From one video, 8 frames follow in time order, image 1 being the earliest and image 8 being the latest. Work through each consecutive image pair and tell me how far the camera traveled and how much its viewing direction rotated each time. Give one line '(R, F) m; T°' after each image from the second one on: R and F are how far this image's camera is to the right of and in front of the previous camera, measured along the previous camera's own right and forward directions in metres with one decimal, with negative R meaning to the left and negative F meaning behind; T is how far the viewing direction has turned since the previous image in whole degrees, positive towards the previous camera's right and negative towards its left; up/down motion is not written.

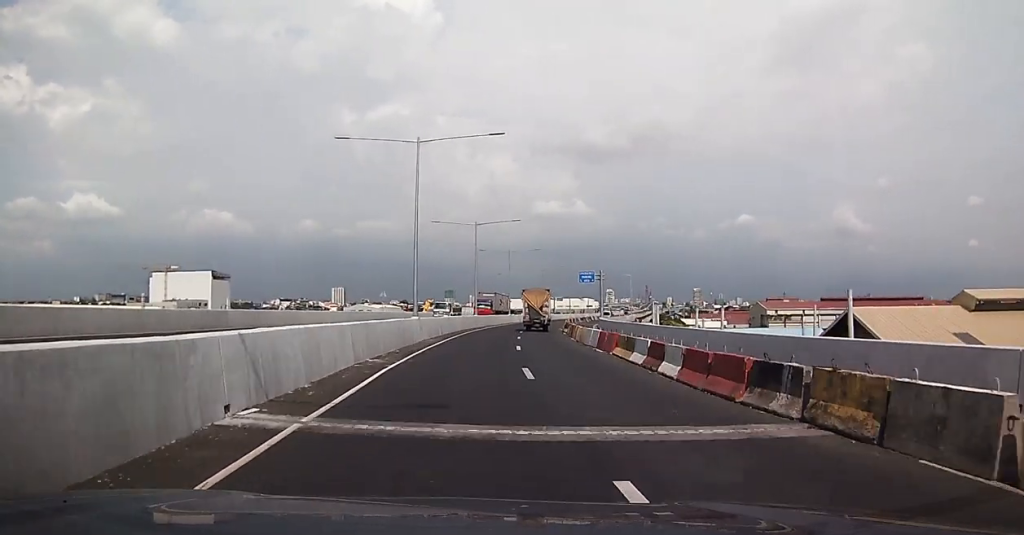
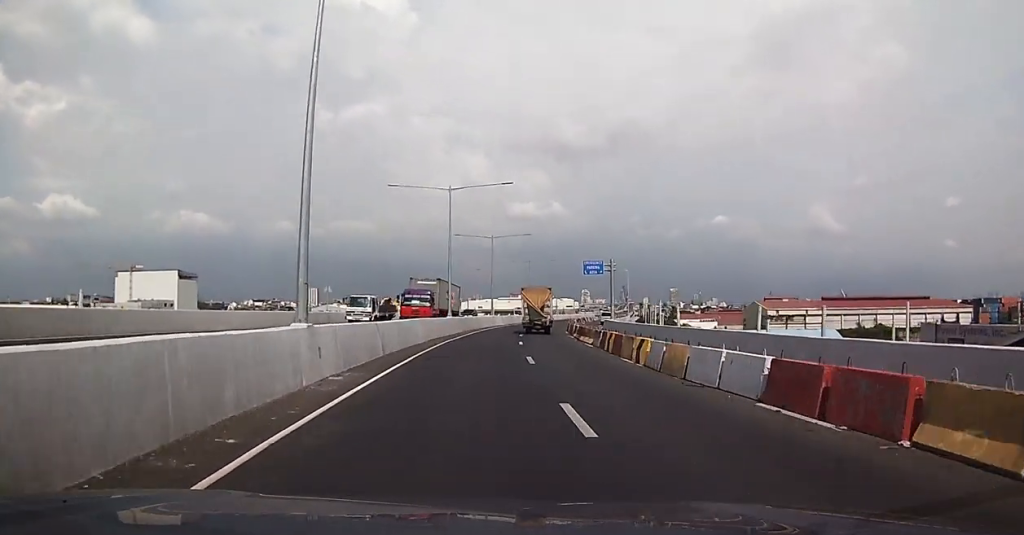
(+0.2, +19.4) m; +3°
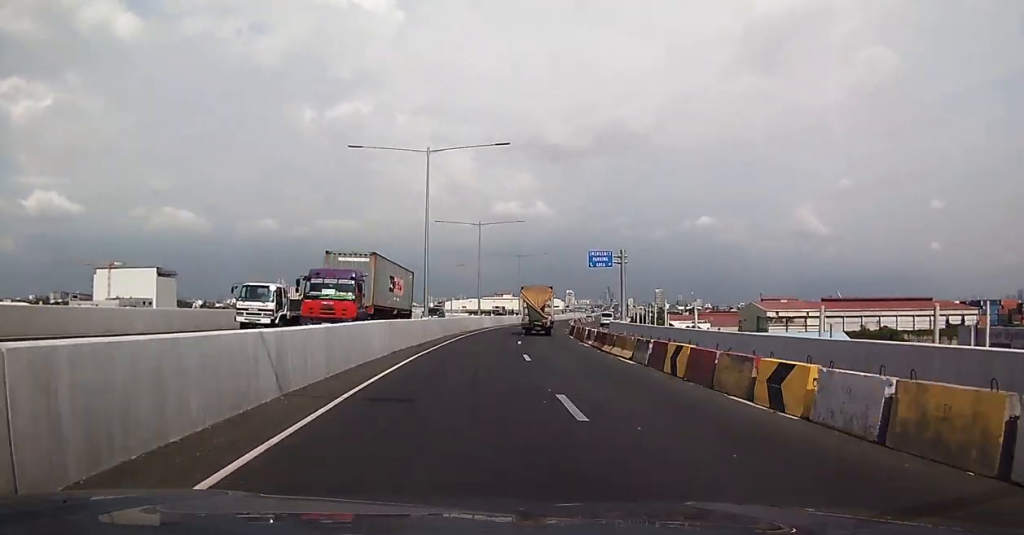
(+0.1, +10.9) m; +2°
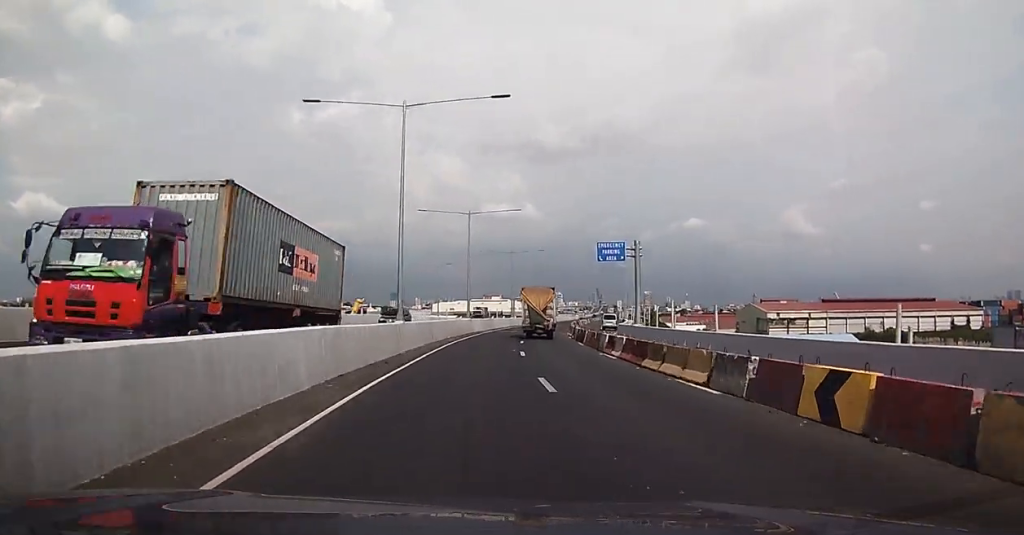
(+0.3, +8.4) m; +2°
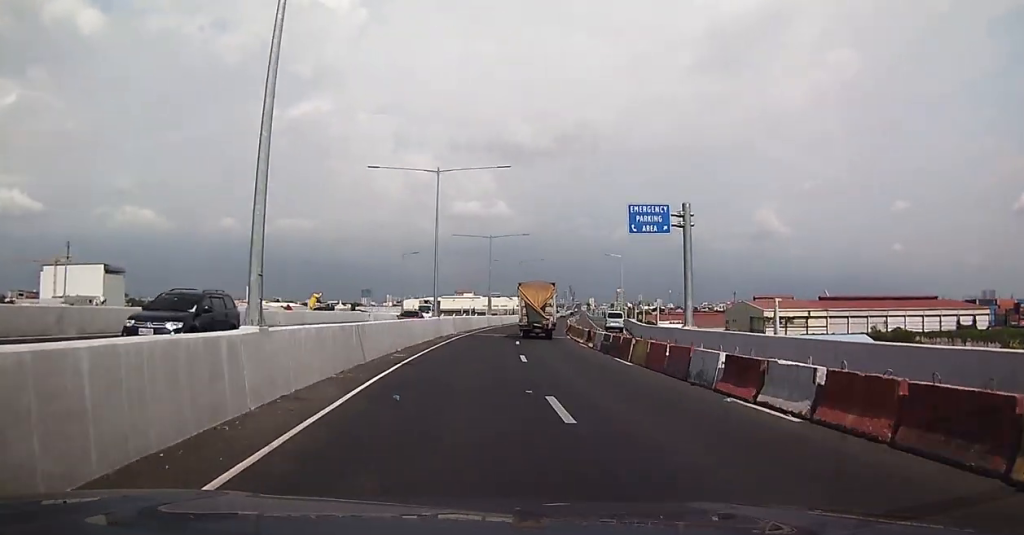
(+0.3, +16.3) m; +1°
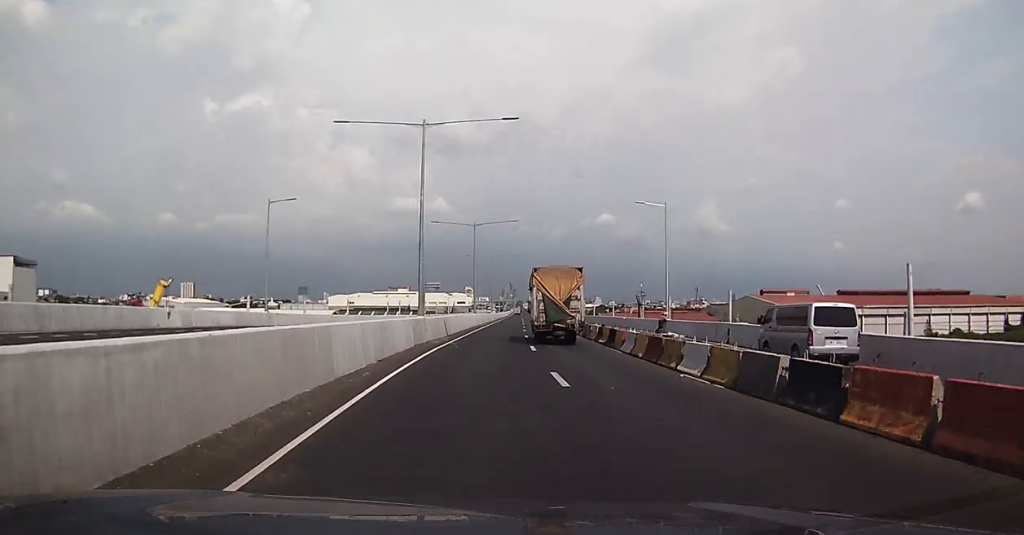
(+2.4, +45.2) m; +7°
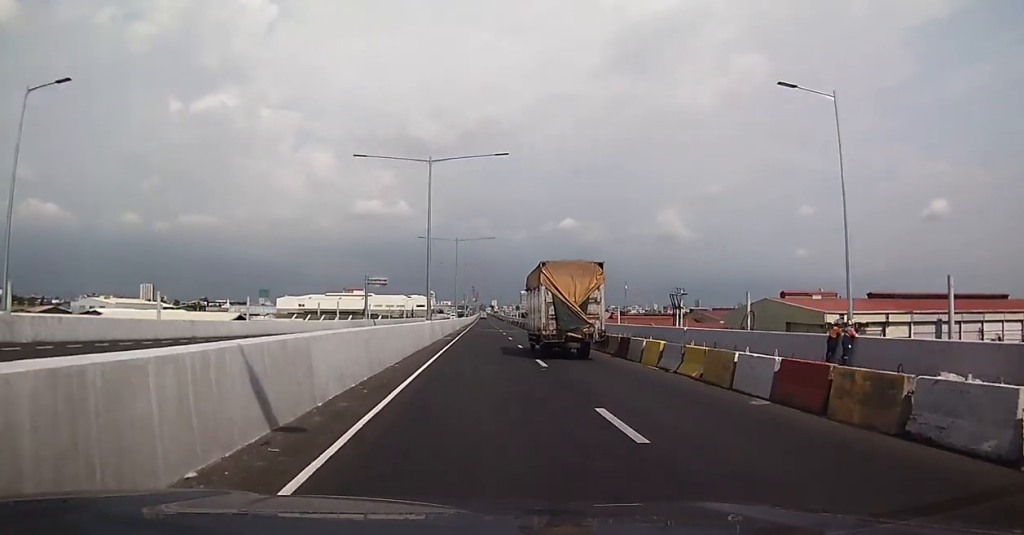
(+0.8, +30.8) m; +3°
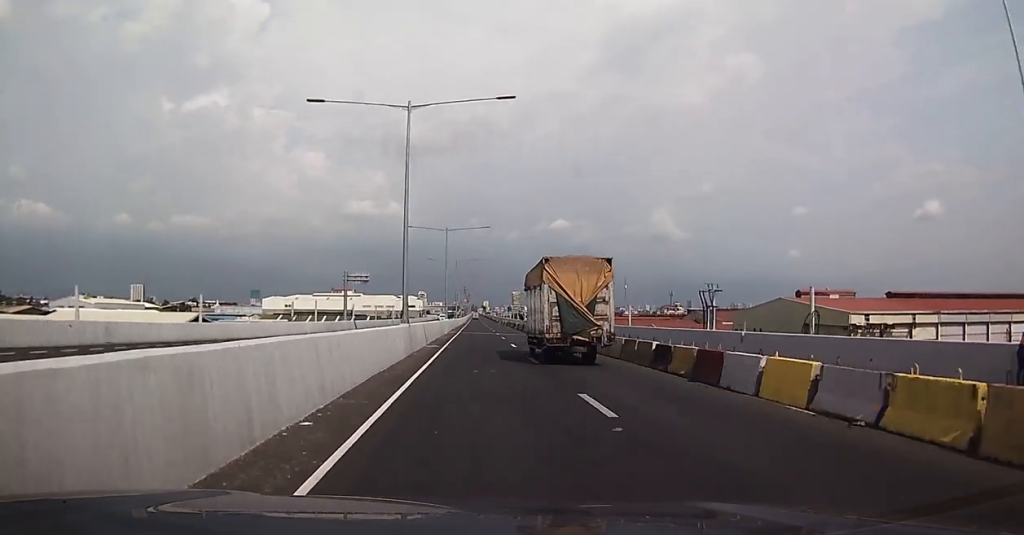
(+0.1, +10.1) m; 0°
